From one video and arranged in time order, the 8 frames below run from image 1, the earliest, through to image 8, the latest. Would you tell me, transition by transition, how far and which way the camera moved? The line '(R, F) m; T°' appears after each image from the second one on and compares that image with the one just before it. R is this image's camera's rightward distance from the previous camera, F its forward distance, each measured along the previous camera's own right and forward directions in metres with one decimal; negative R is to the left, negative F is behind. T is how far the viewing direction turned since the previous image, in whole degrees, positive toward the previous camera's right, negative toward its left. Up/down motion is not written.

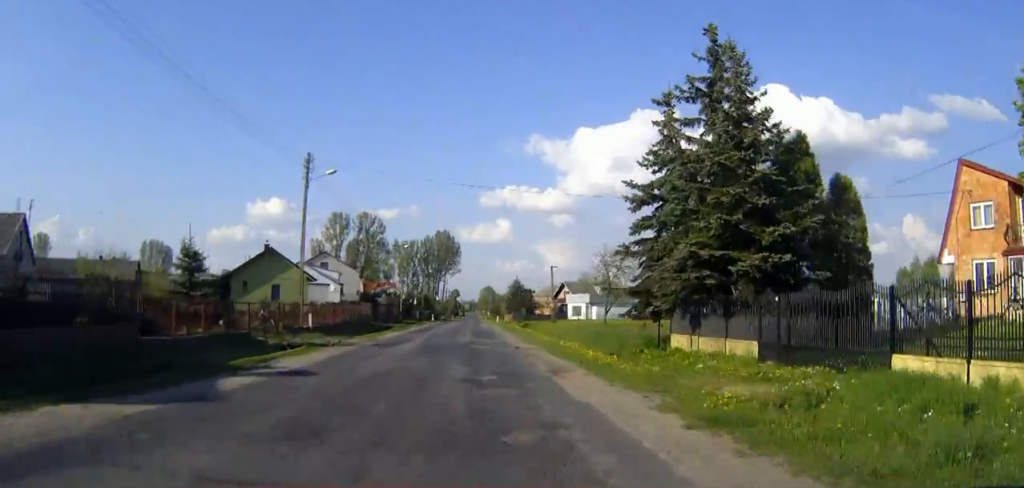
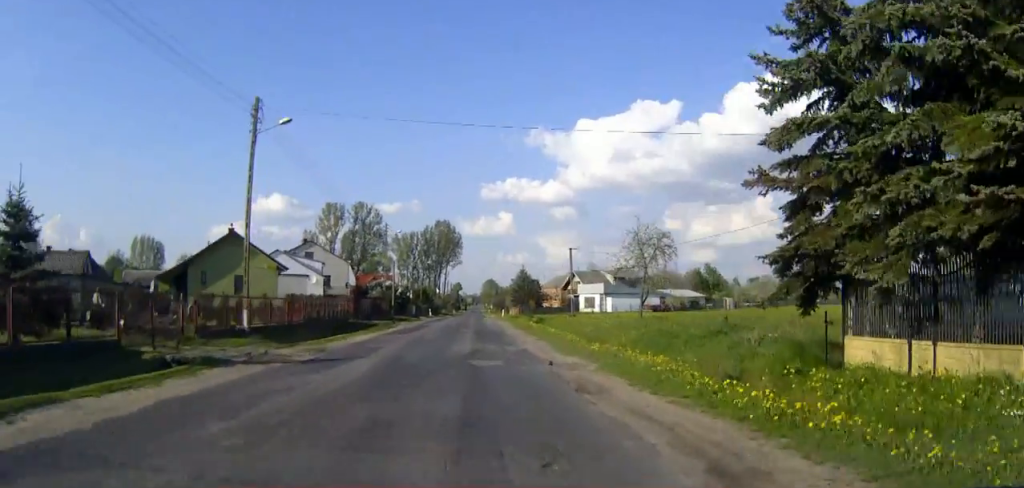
(0.0, +11.2) m; 0°
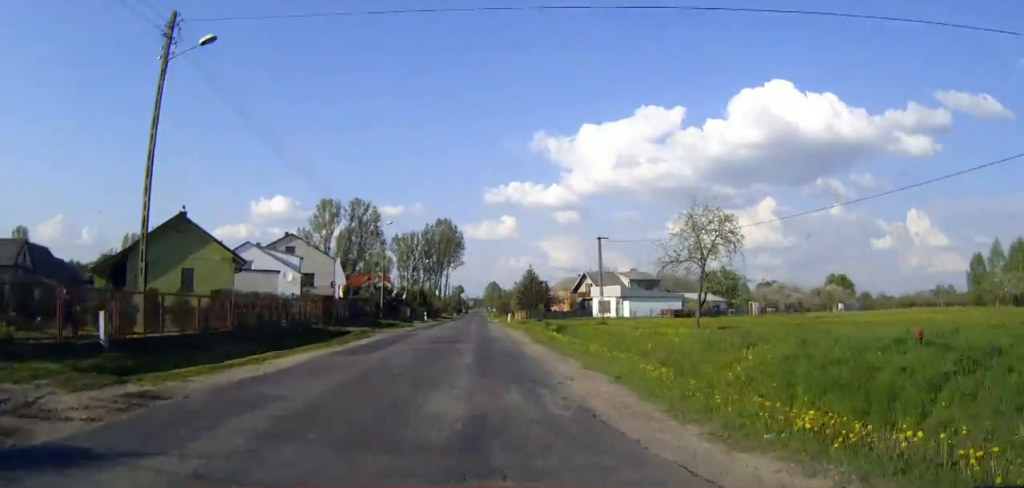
(0.0, +11.1) m; 0°
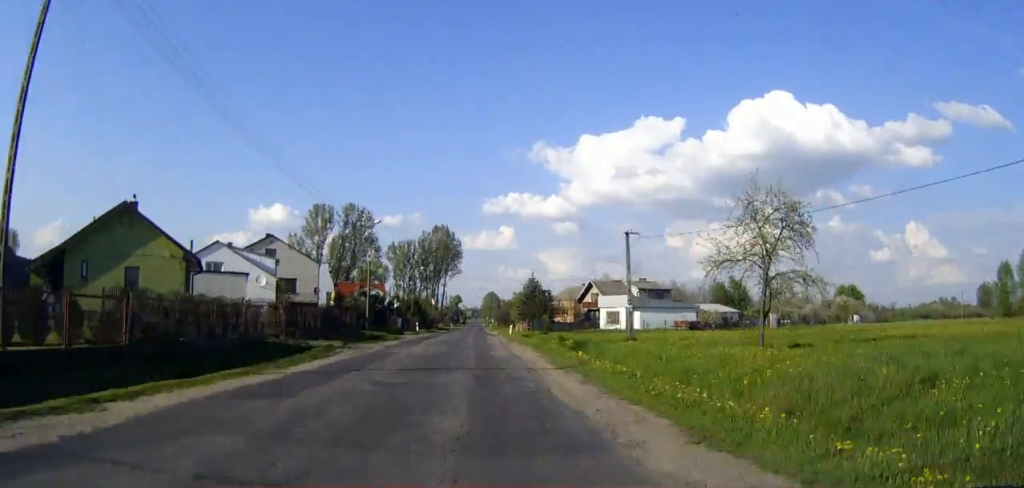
(0.0, +7.8) m; 0°
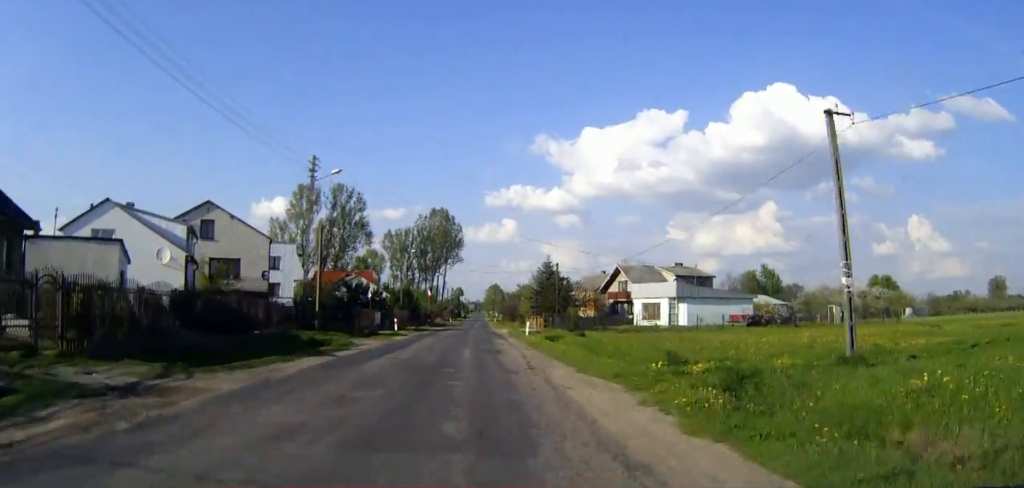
(0.0, +19.6) m; 0°
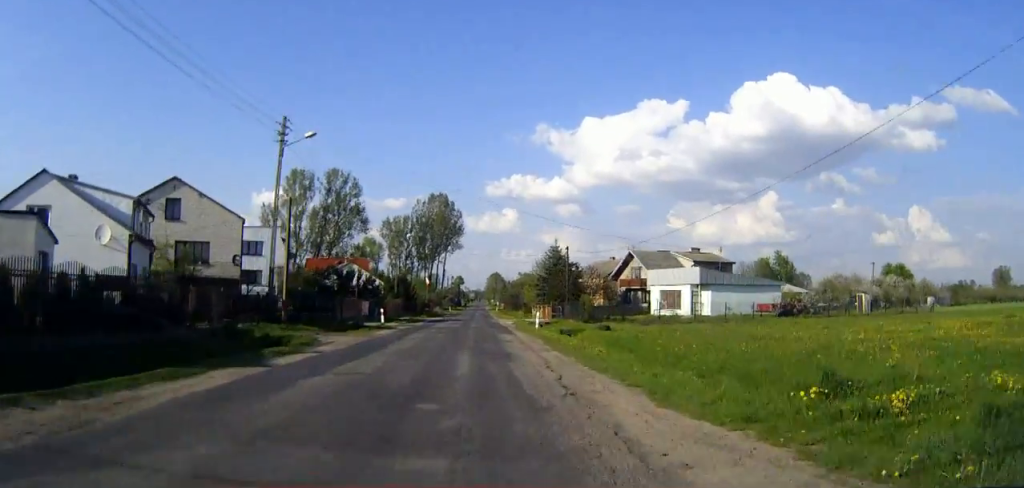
(0.0, +7.2) m; 0°
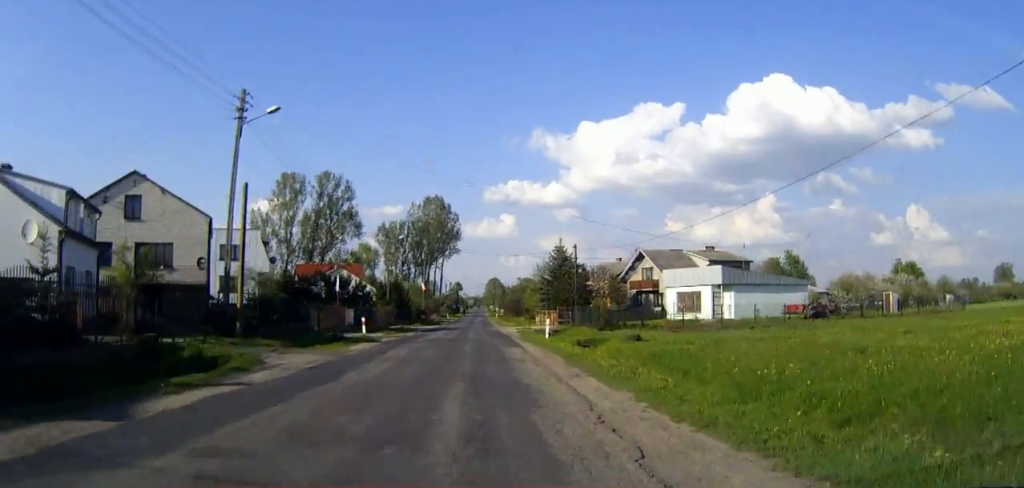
(0.0, +6.3) m; 0°
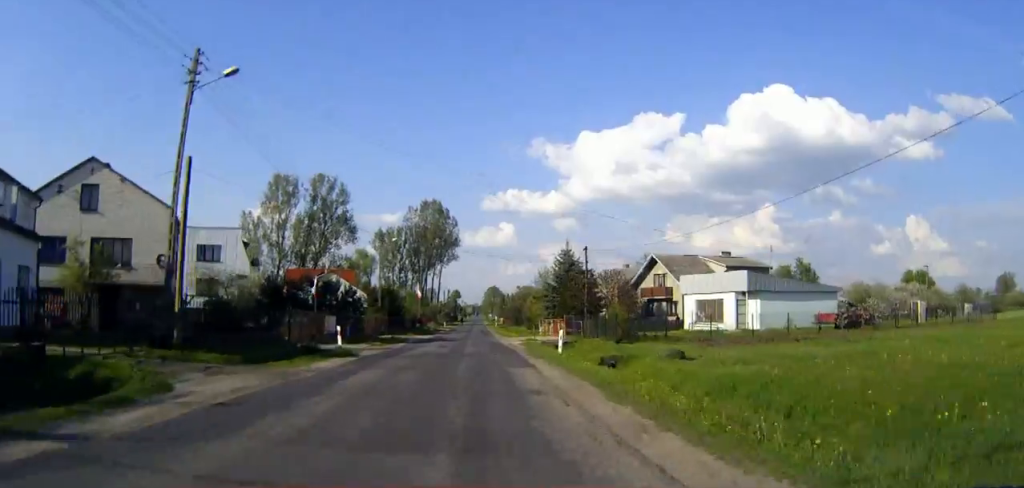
(0.0, +5.8) m; 0°
